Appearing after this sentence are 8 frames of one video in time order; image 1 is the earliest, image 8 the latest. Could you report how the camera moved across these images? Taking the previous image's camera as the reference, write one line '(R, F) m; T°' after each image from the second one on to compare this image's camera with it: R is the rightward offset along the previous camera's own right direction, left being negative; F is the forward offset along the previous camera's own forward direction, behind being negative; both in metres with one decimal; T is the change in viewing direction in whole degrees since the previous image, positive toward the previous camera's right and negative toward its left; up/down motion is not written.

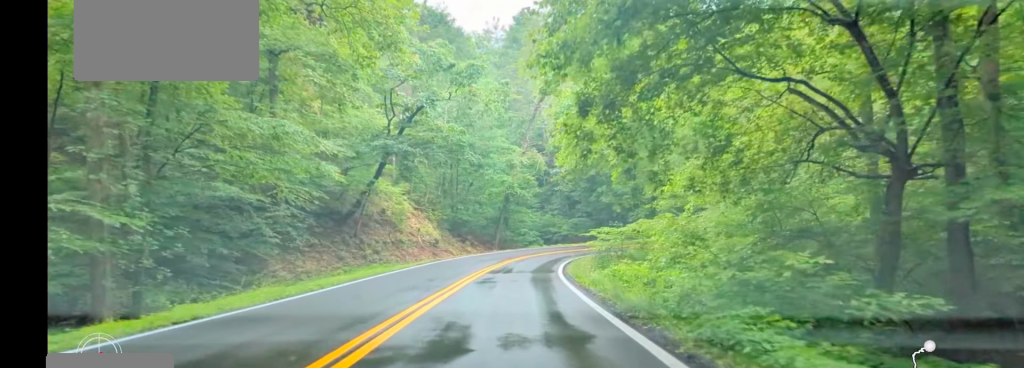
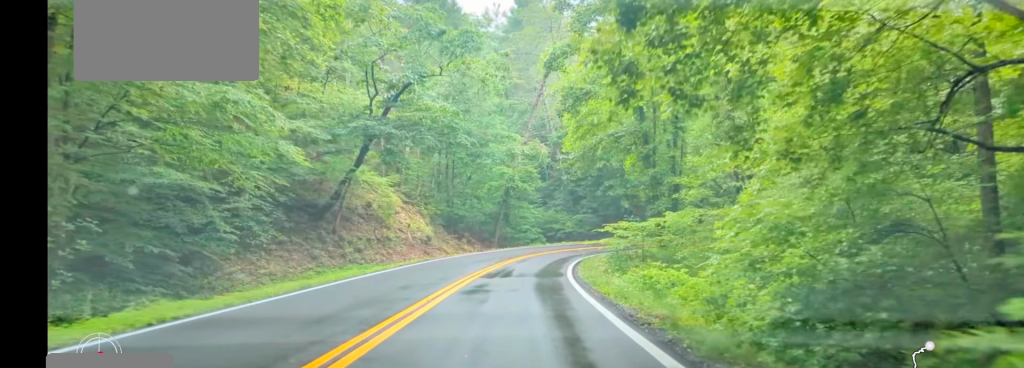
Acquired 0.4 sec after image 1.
(0.0, +5.9) m; +1°
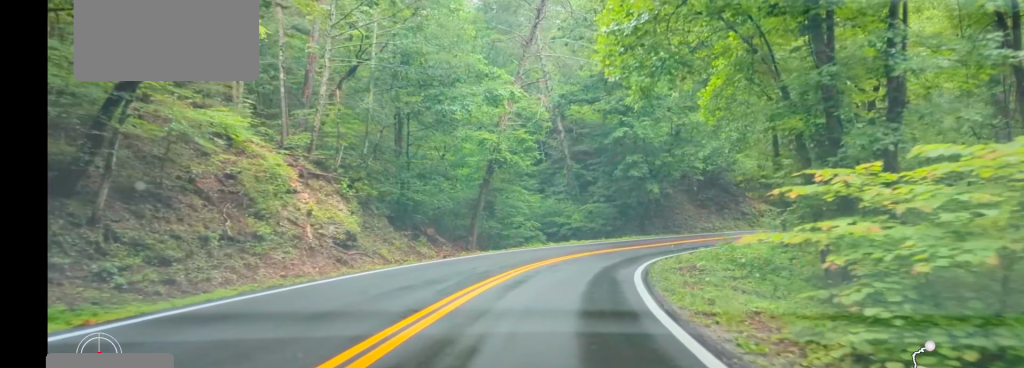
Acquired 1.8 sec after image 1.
(+0.3, +18.9) m; +2°
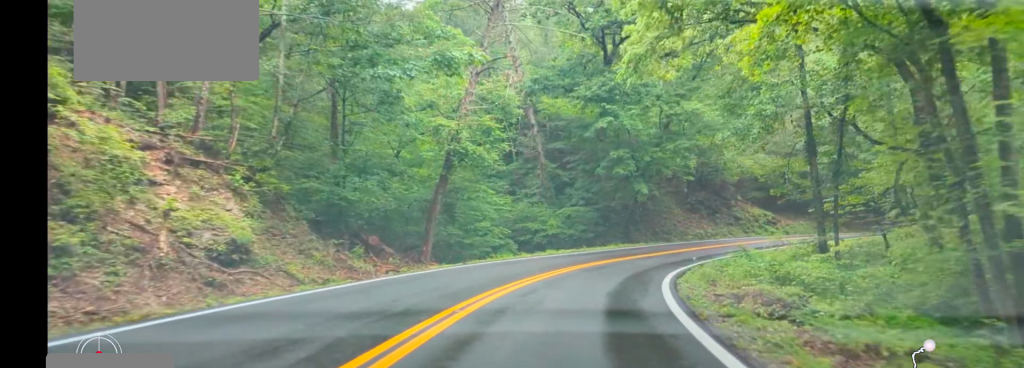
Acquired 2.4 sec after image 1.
(0.0, +8.1) m; +3°
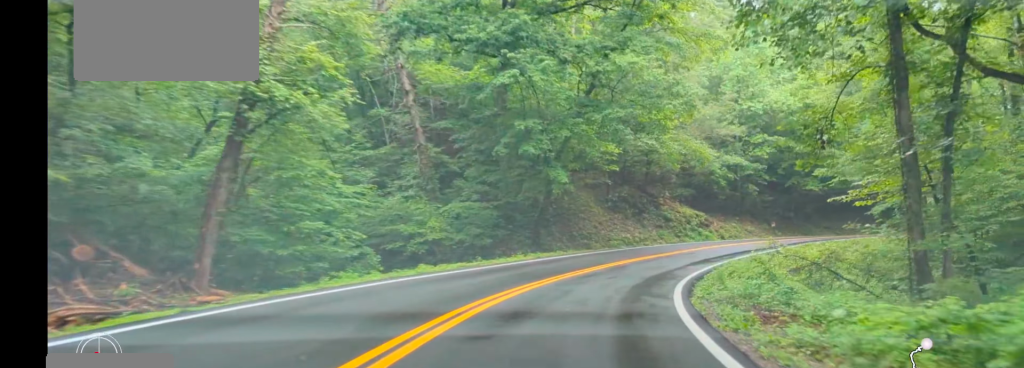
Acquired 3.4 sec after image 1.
(+0.7, +13.4) m; +11°
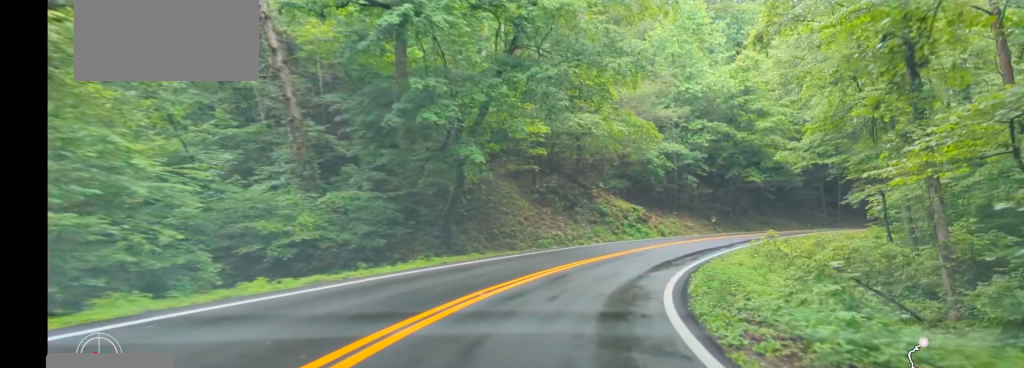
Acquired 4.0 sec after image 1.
(+1.1, +7.6) m; +6°
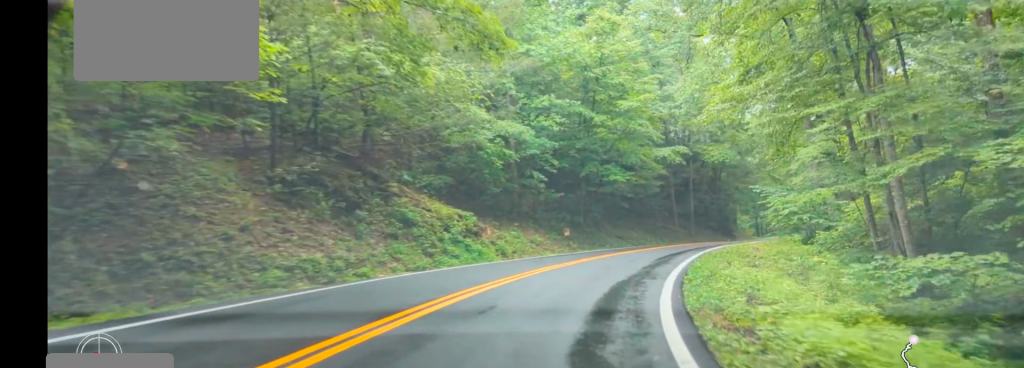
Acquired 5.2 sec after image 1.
(+0.8, +16.4) m; +13°
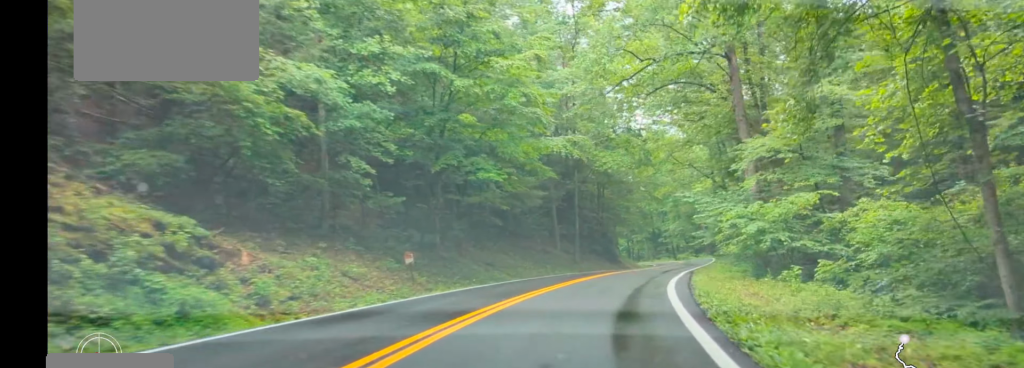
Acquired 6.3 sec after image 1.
(+2.8, +14.6) m; +15°
